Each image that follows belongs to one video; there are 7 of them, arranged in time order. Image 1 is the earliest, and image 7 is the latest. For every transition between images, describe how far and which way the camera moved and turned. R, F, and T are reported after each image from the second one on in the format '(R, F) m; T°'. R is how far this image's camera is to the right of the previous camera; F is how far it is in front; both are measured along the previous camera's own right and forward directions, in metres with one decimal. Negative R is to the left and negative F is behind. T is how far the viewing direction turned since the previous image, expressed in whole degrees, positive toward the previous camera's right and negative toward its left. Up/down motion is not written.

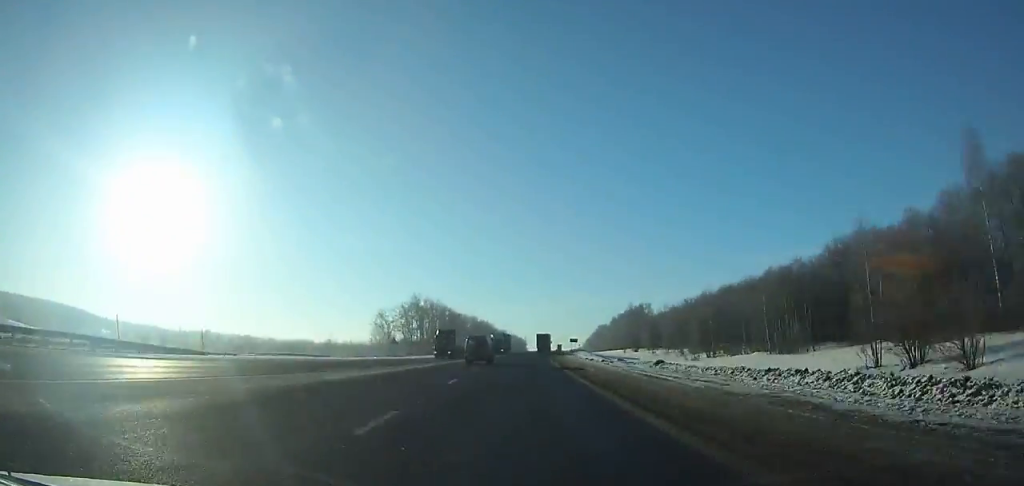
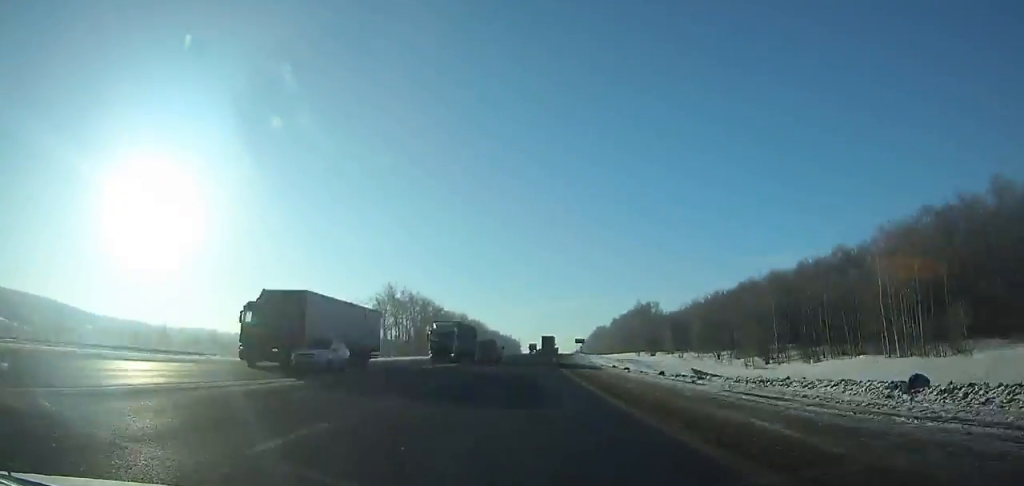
(+0.3, +26.0) m; +1°
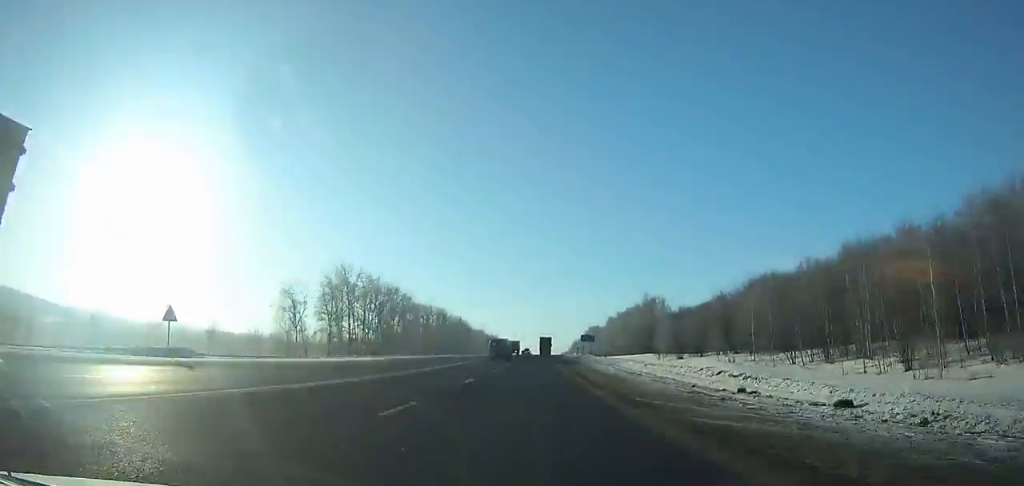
(+0.3, +30.3) m; +1°
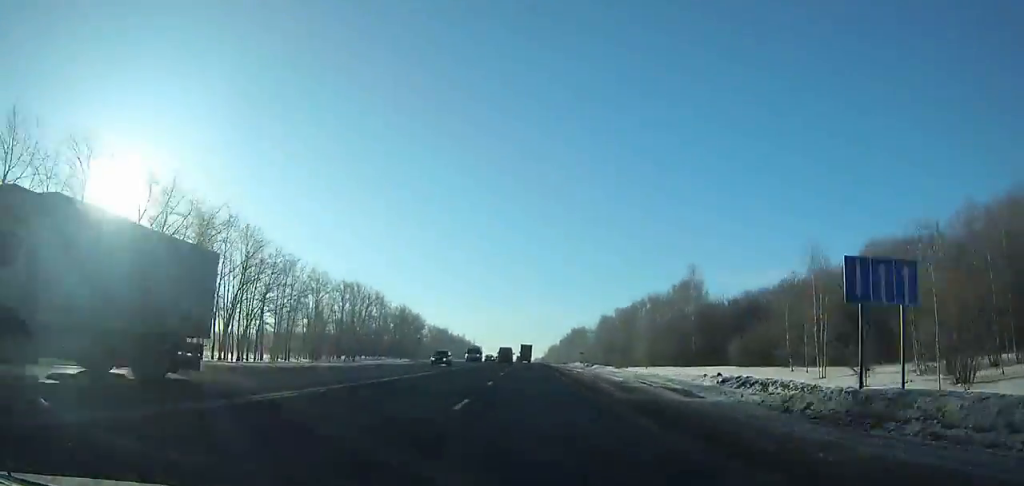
(+1.4, +69.2) m; +2°
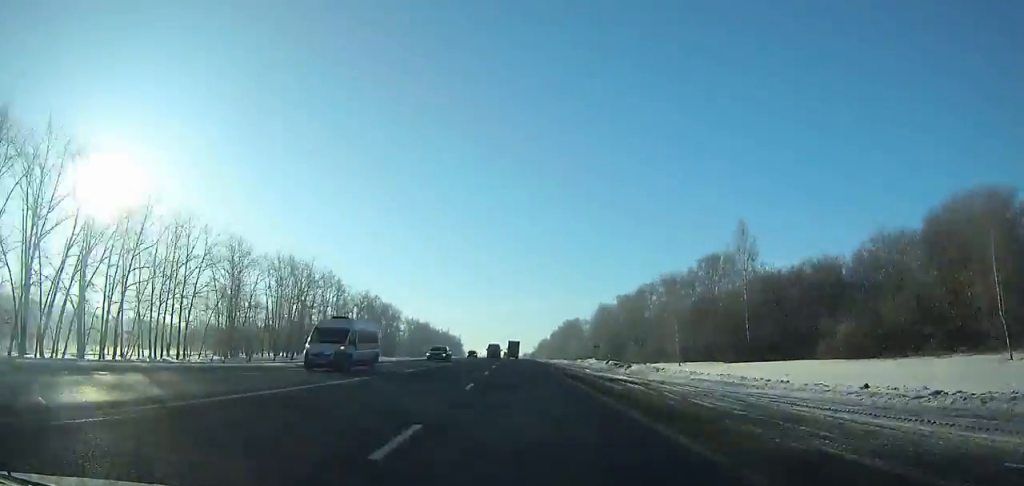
(+0.2, +30.3) m; 0°
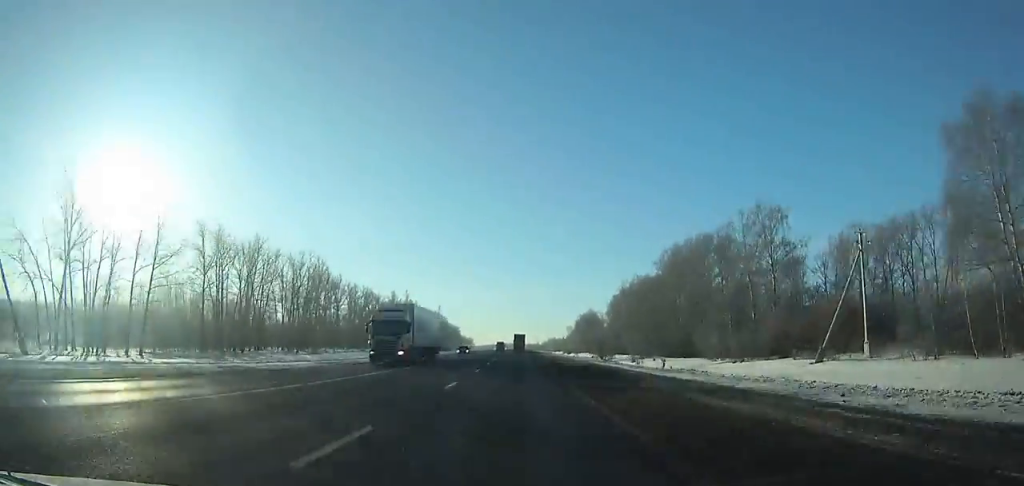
(-1.7, +217.9) m; -1°
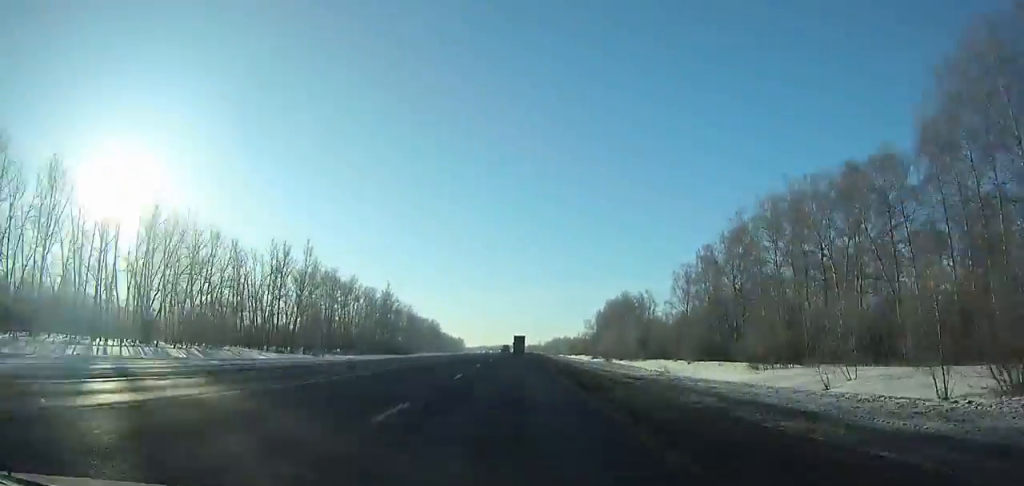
(-0.1, +103.9) m; 0°
